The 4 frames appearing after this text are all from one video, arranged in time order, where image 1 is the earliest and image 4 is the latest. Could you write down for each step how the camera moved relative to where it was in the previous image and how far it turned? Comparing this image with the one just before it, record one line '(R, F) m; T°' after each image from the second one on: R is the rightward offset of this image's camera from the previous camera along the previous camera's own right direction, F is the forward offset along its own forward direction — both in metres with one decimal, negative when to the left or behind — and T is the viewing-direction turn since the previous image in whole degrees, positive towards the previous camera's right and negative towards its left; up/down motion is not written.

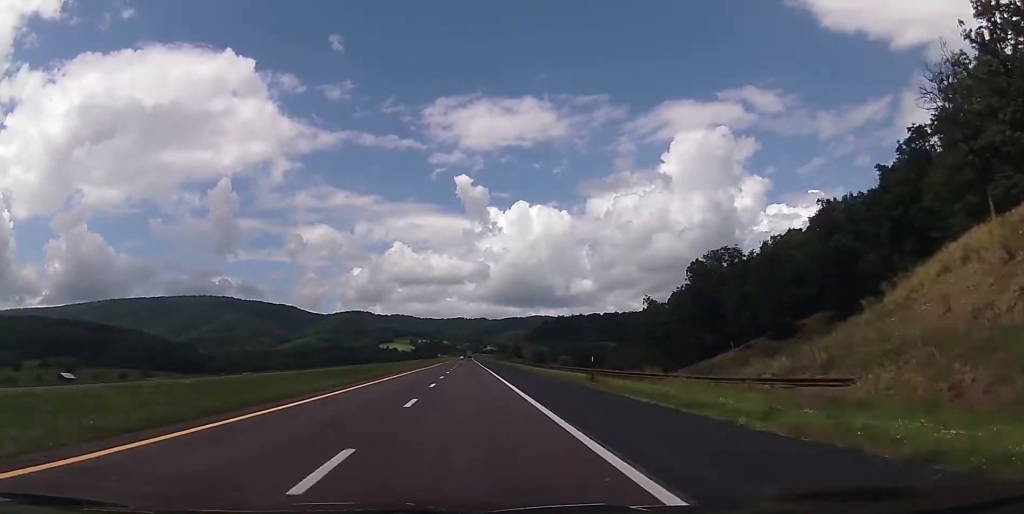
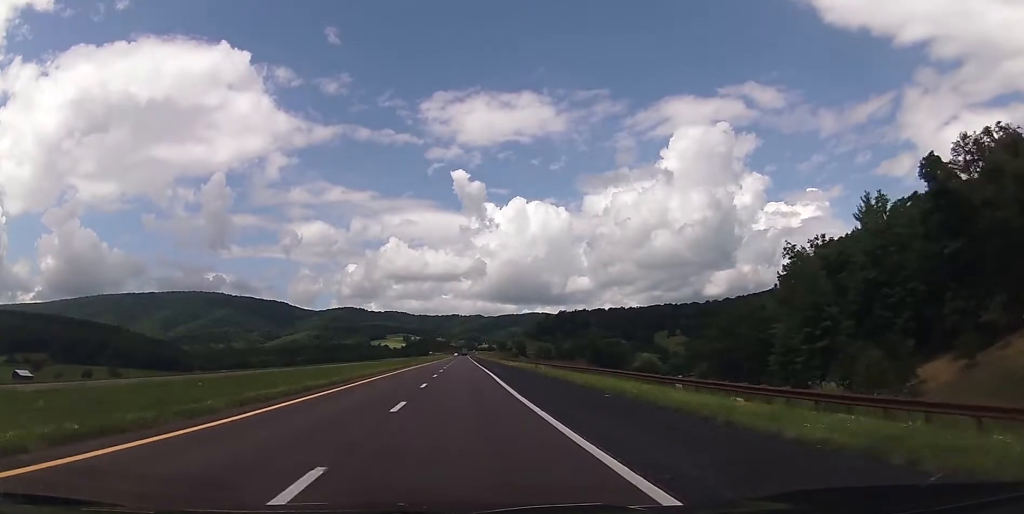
(-0.8, +74.2) m; 0°
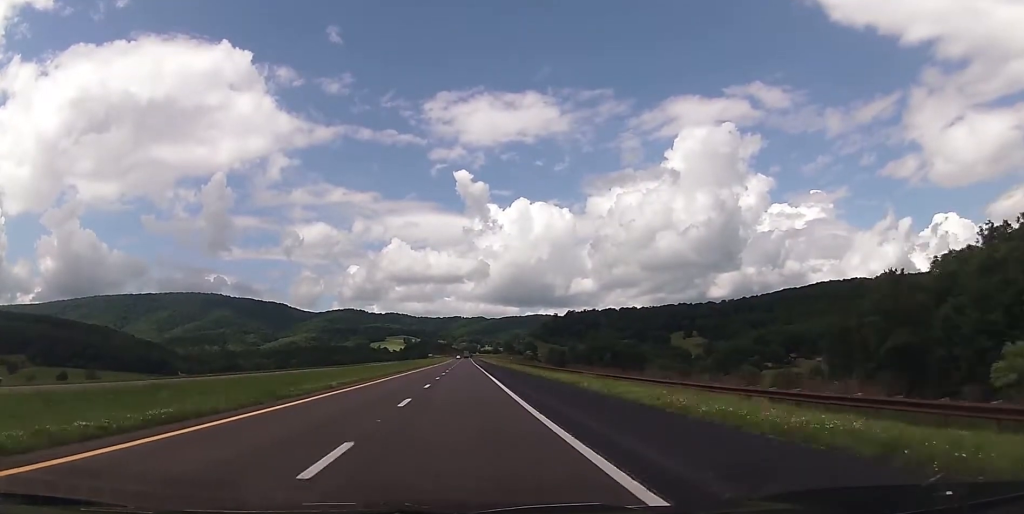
(+0.6, +57.4) m; 0°
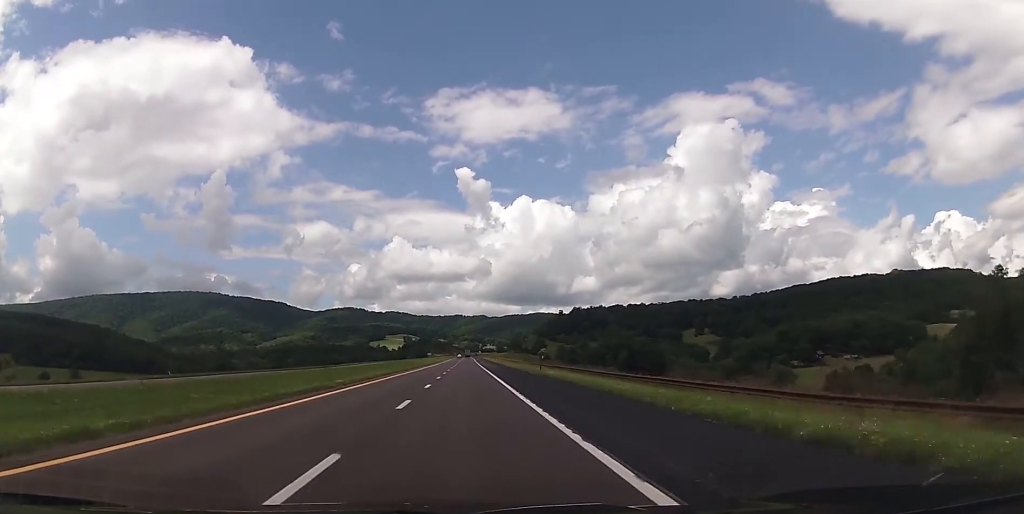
(-0.4, +37.6) m; 0°
